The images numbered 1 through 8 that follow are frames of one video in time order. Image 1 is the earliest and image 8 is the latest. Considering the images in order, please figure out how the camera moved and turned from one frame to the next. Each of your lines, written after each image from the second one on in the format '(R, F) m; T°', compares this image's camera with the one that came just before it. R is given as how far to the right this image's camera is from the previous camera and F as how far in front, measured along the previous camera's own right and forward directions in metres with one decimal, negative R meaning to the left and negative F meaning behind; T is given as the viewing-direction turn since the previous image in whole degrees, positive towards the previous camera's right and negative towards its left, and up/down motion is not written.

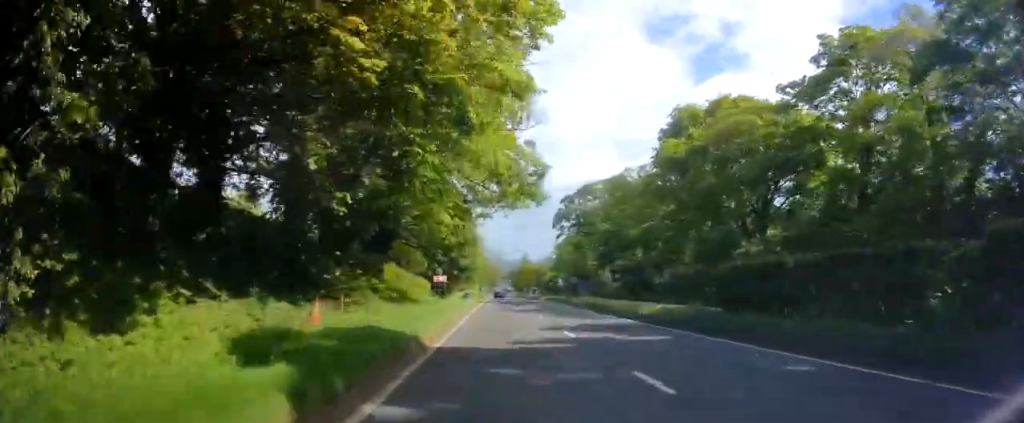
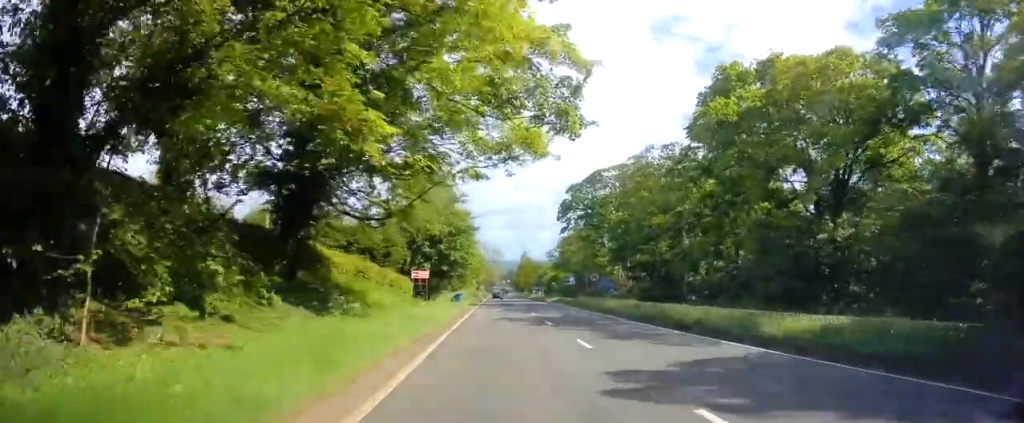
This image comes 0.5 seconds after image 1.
(0.0, +11.6) m; -1°
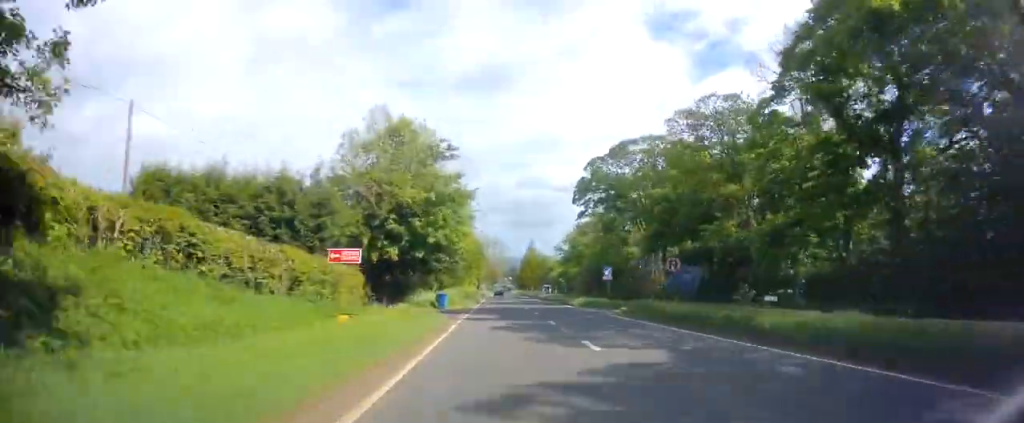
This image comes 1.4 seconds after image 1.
(-0.1, +18.3) m; -1°
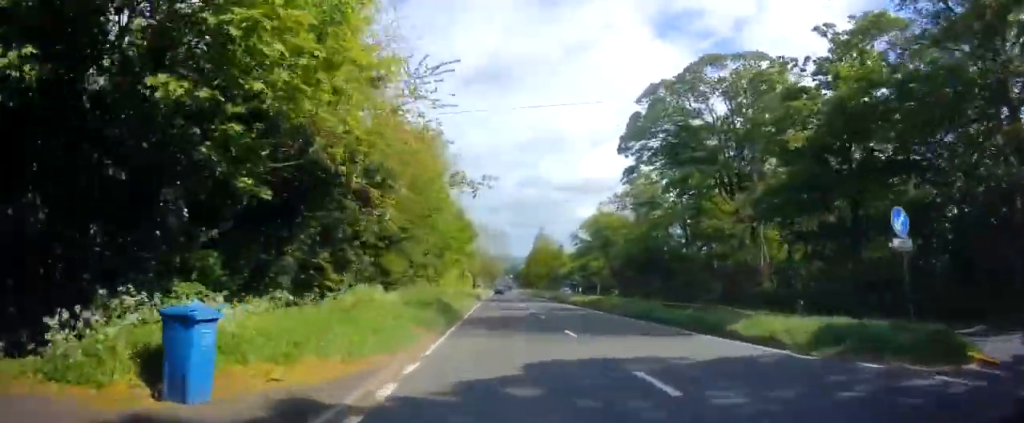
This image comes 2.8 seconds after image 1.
(0.0, +31.7) m; +2°
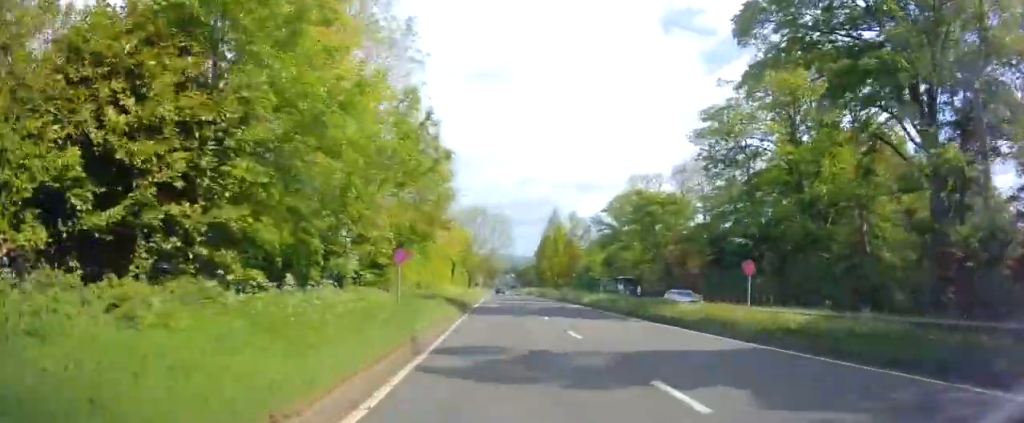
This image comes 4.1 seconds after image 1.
(+0.5, +27.2) m; 0°
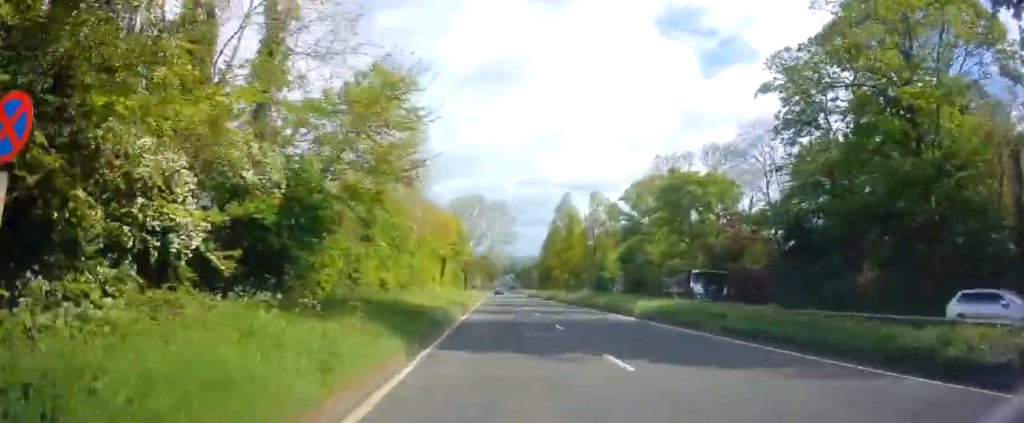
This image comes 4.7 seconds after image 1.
(-0.2, +14.2) m; -1°
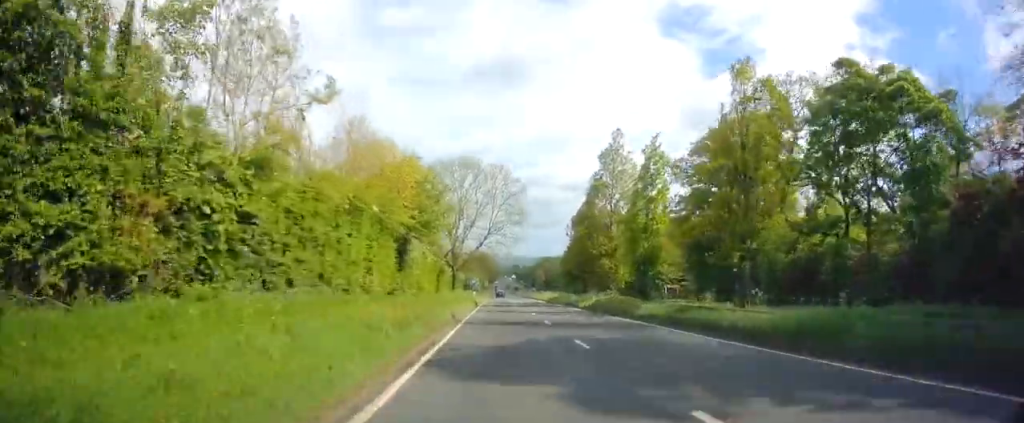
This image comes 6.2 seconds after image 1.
(-0.5, +31.0) m; 0°
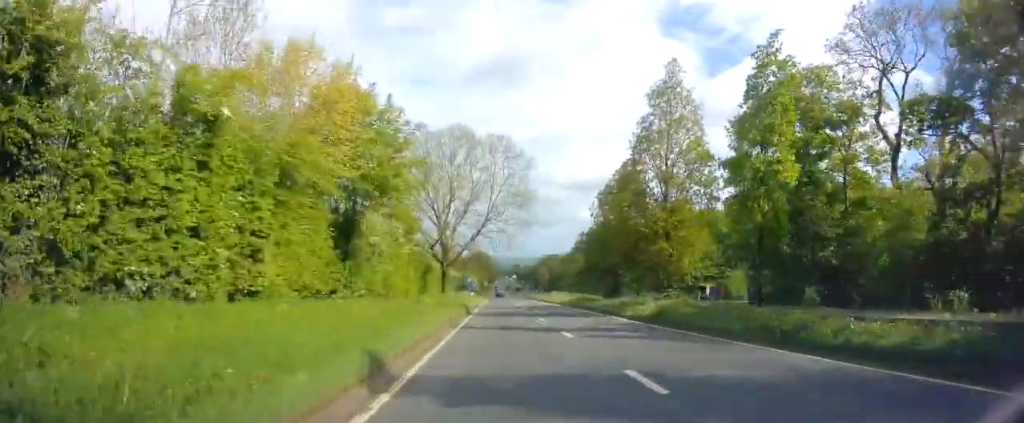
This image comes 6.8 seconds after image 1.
(+0.2, +14.4) m; +1°
